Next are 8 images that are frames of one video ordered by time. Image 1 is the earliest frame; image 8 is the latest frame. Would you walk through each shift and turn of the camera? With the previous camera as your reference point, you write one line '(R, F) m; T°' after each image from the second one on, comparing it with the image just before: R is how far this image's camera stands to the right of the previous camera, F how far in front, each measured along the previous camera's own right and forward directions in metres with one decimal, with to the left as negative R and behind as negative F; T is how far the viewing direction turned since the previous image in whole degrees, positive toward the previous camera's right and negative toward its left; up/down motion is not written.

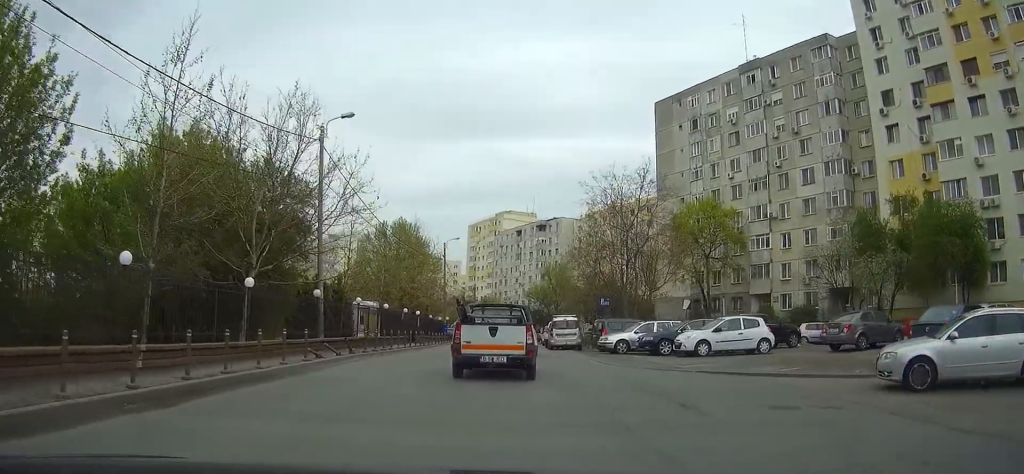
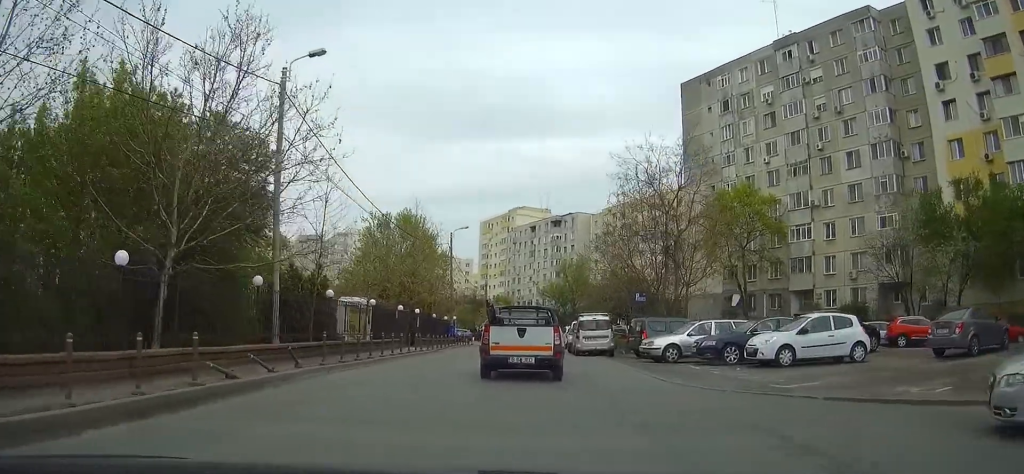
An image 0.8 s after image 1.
(-0.3, +7.3) m; -1°
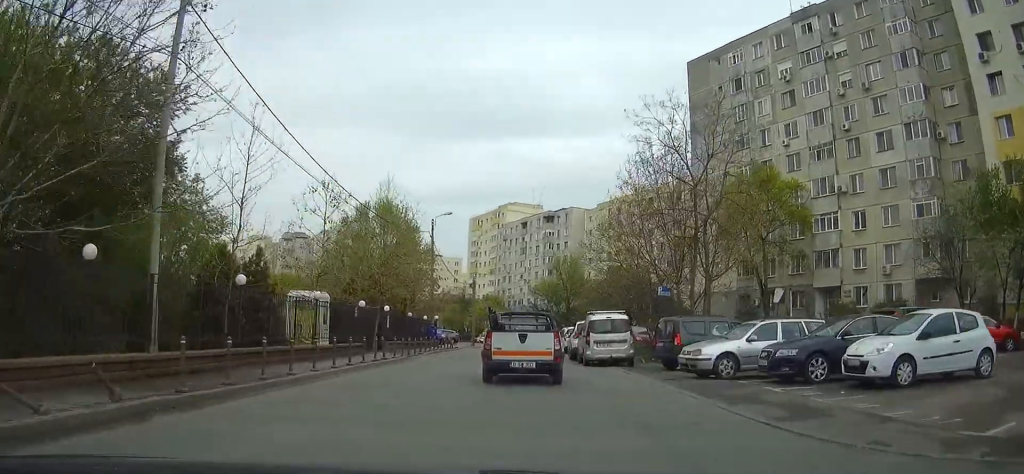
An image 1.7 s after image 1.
(0.0, +7.2) m; 0°
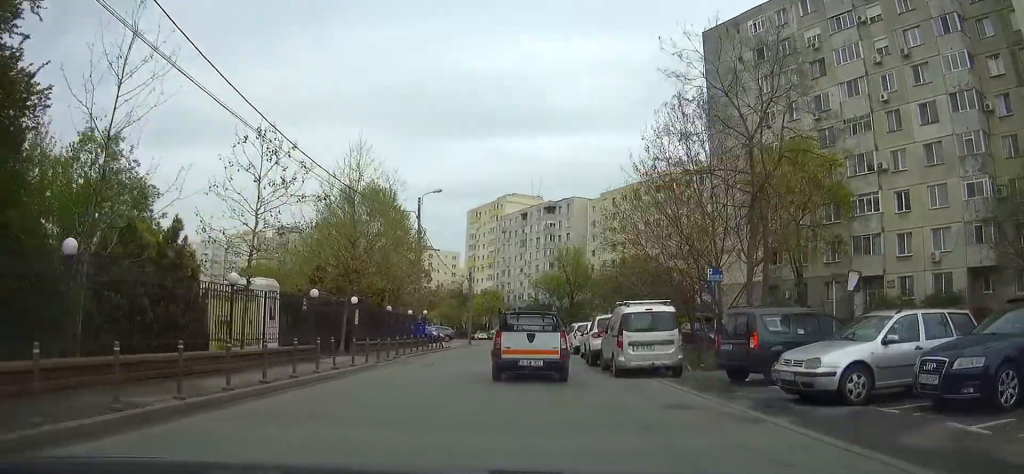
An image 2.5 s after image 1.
(0.0, +6.9) m; 0°
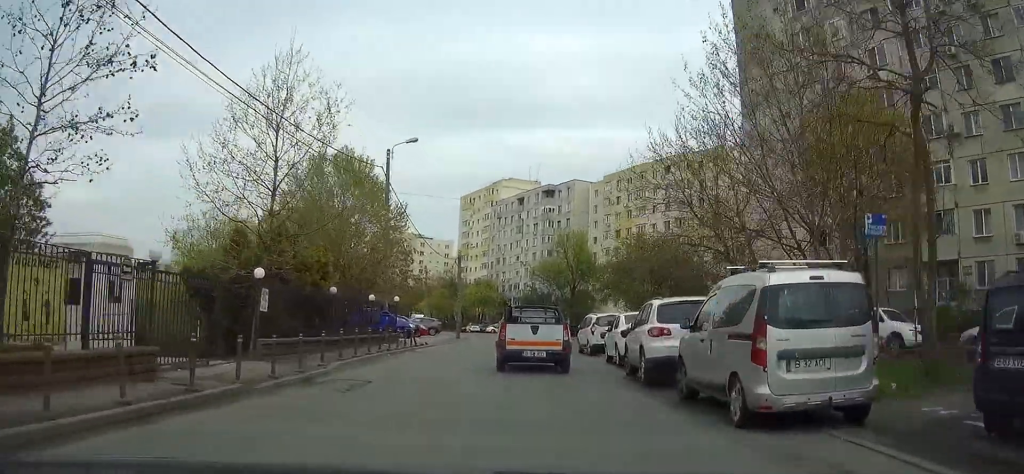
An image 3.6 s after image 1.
(0.0, +9.6) m; +1°
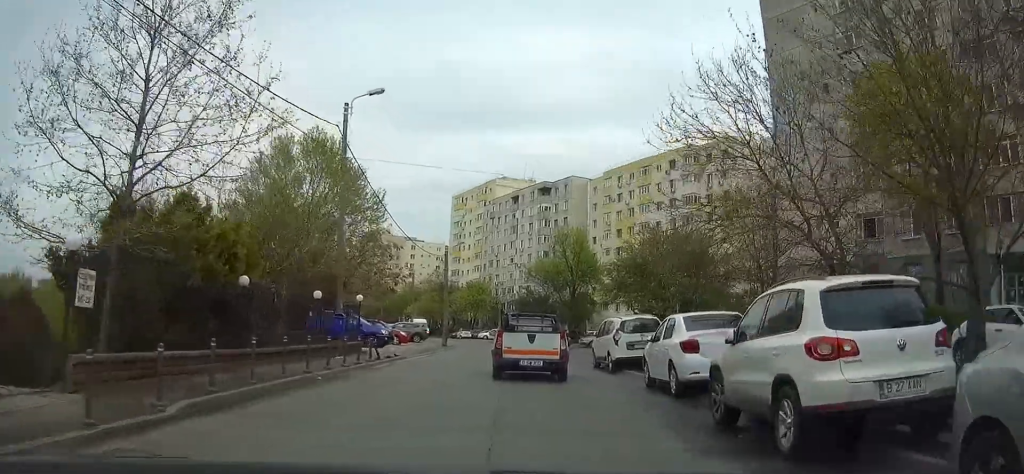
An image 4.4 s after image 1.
(+0.1, +7.2) m; +1°
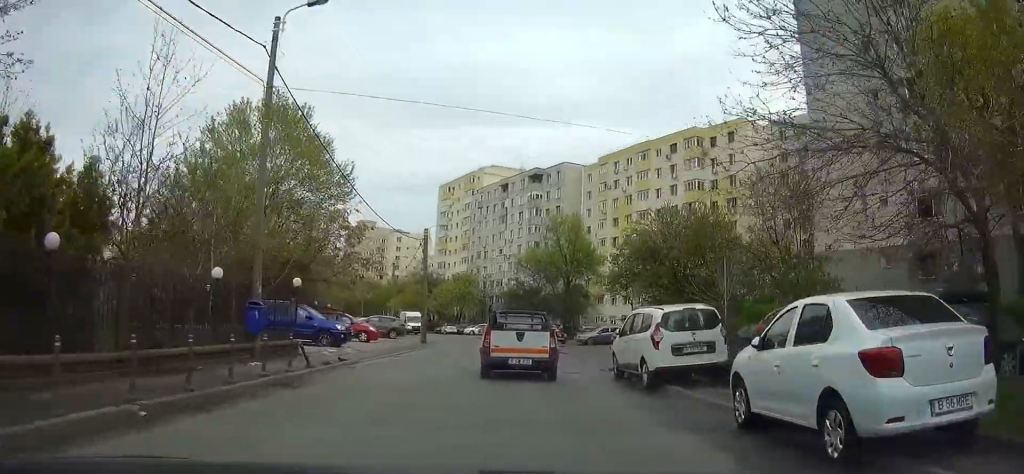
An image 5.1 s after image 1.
(0.0, +6.7) m; +1°
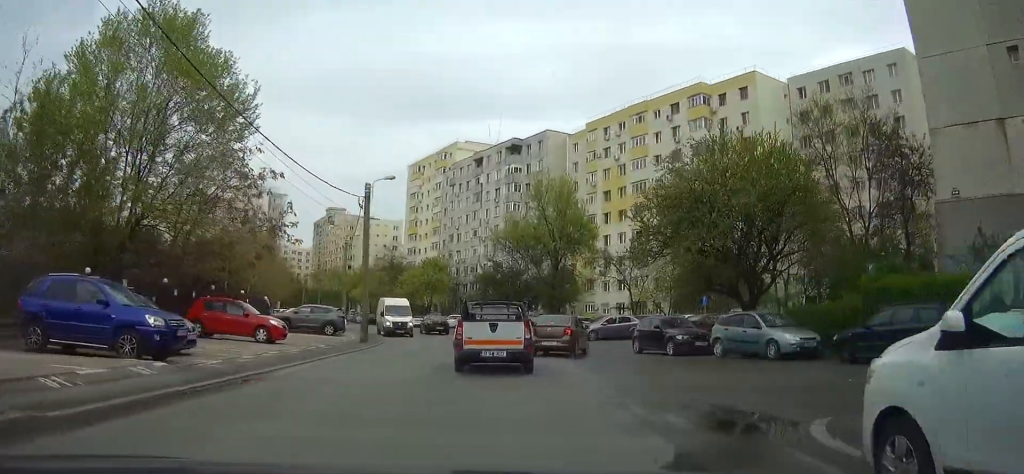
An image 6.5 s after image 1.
(+0.3, +13.5) m; +2°
